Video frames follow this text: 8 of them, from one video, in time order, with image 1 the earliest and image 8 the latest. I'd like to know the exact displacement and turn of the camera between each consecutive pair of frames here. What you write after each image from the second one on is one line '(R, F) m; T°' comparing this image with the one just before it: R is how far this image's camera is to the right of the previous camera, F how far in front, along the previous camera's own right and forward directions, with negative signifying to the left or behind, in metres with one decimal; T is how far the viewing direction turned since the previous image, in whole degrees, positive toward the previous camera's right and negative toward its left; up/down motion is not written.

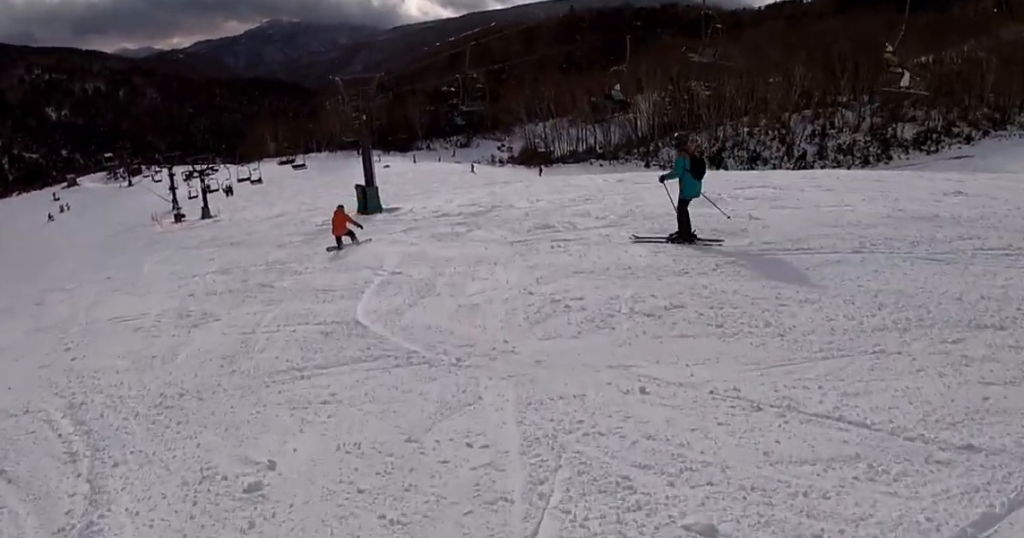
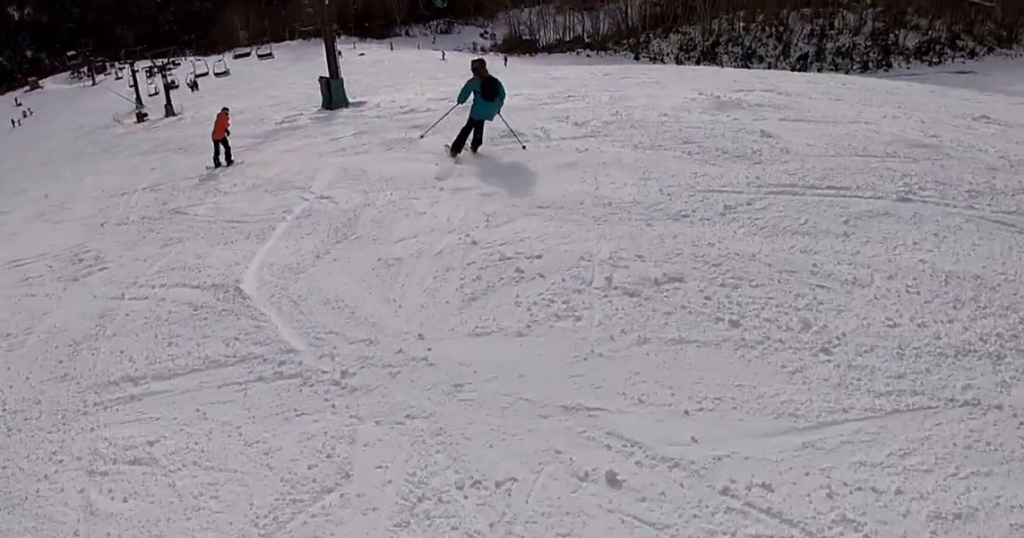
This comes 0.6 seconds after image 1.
(0.0, +2.0) m; +22°
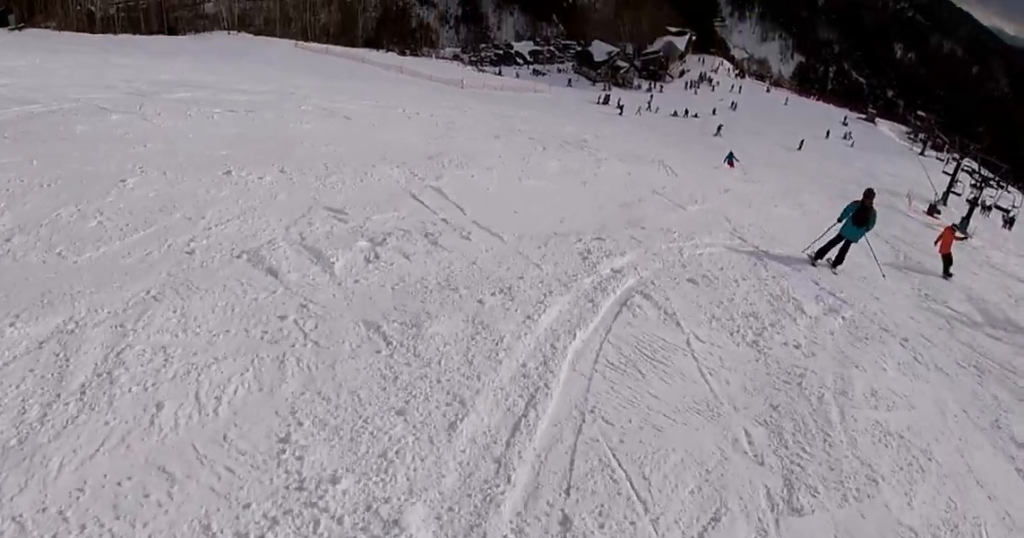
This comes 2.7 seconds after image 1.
(-0.9, +5.6) m; -56°
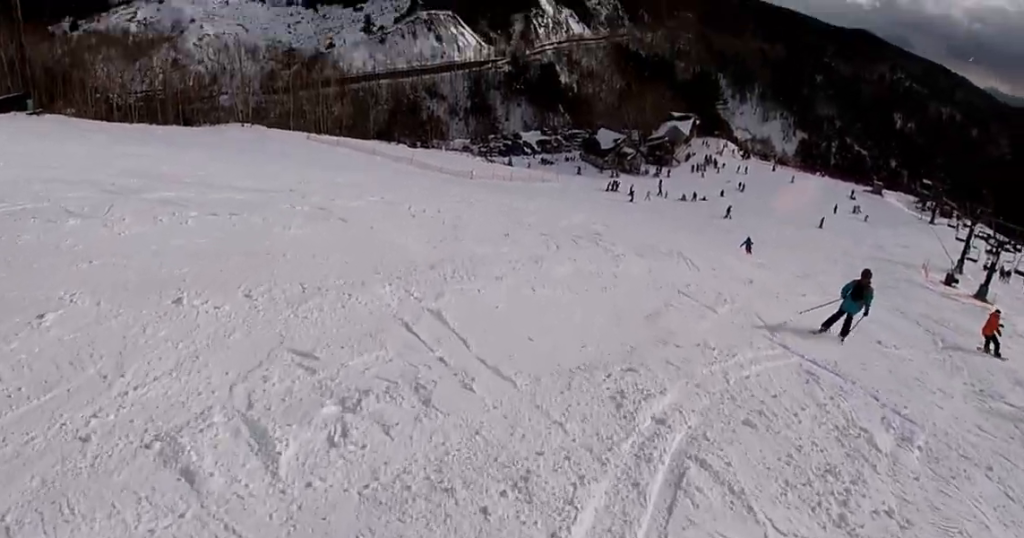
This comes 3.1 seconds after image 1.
(-0.2, +1.5) m; -3°
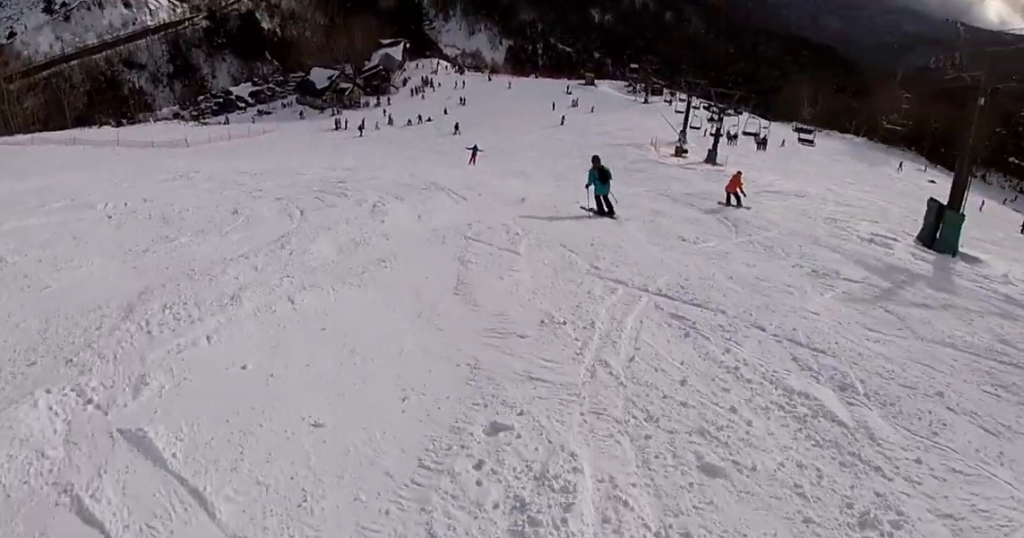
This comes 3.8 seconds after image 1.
(-0.2, +2.6) m; -1°
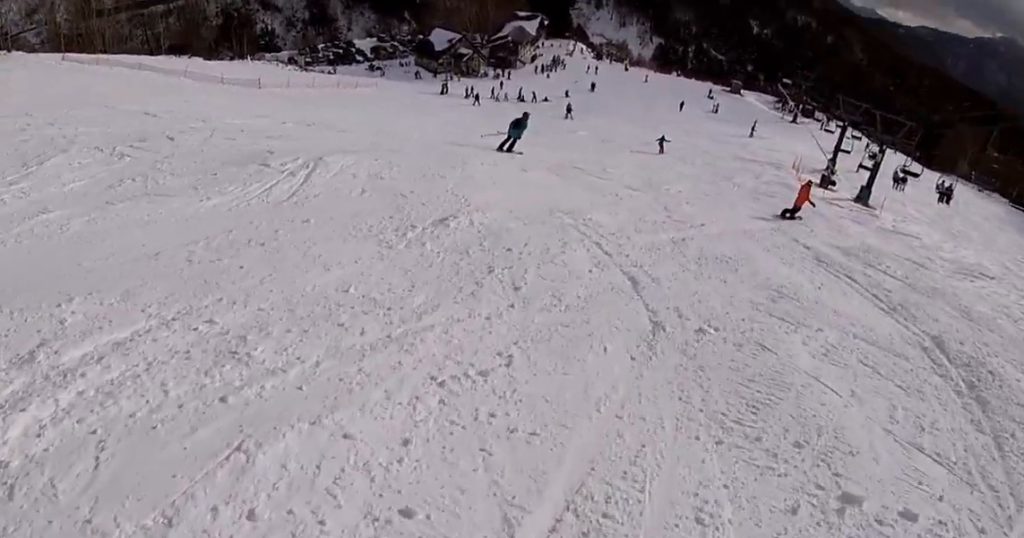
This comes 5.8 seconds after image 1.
(+1.3, +9.1) m; +4°
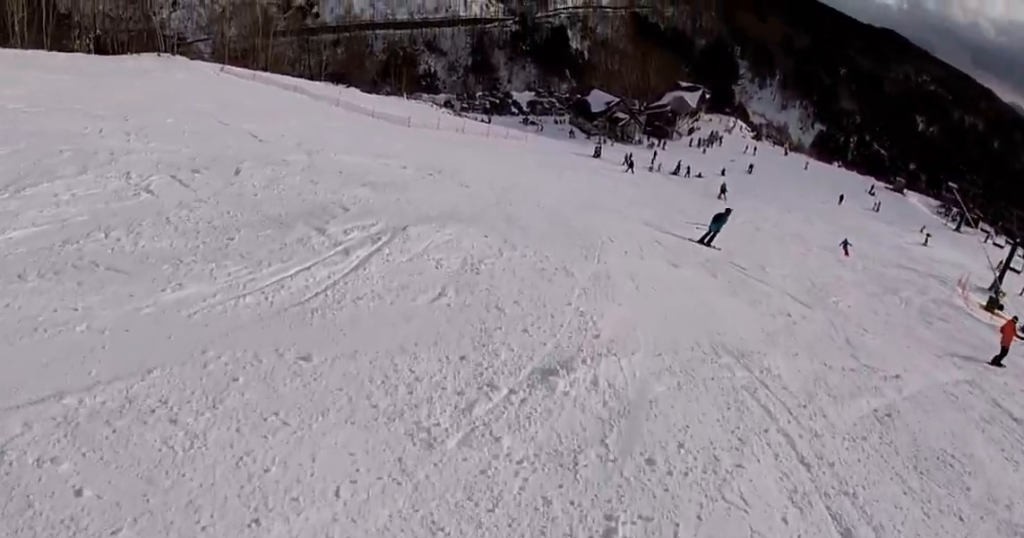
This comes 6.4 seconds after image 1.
(-0.3, +2.6) m; -6°
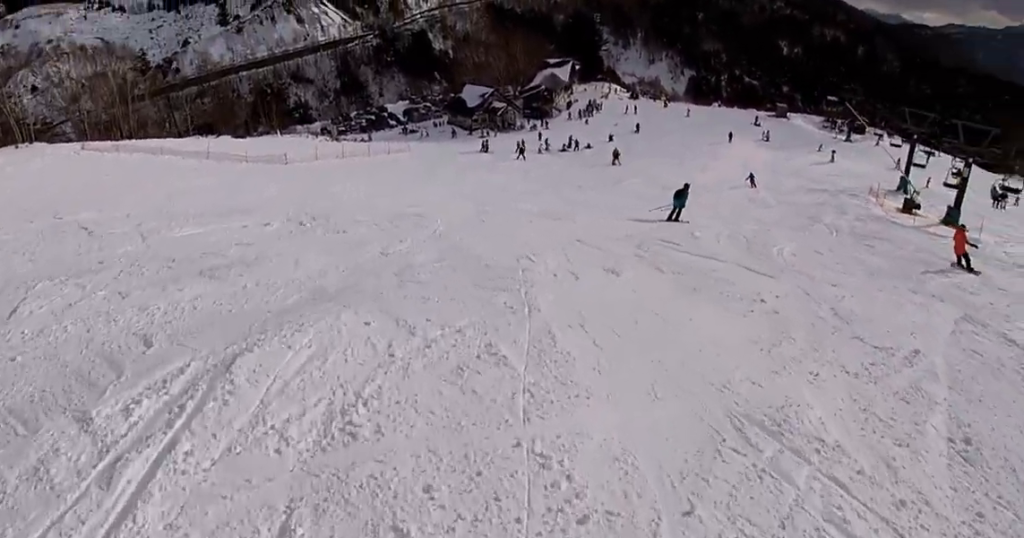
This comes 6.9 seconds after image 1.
(-0.1, +2.4) m; +2°
